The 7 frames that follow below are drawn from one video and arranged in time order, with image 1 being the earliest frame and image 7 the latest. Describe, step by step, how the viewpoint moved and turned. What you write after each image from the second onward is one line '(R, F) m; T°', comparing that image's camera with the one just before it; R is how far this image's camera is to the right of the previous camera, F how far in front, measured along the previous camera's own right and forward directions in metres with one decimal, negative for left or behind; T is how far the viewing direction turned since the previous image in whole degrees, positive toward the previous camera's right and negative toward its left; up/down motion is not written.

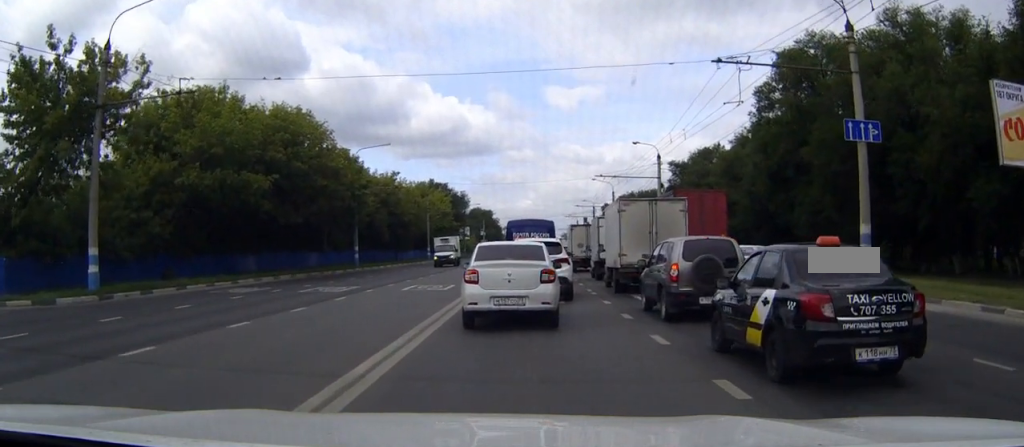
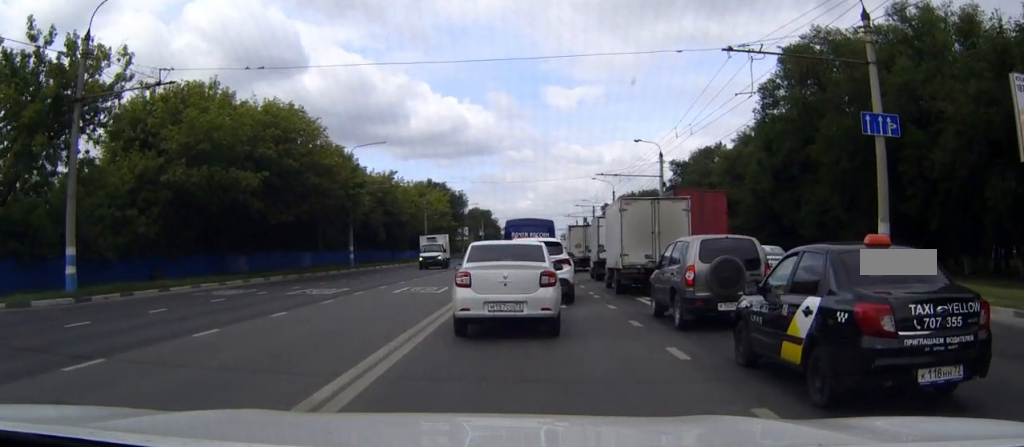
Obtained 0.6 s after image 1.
(0.0, +1.7) m; -1°
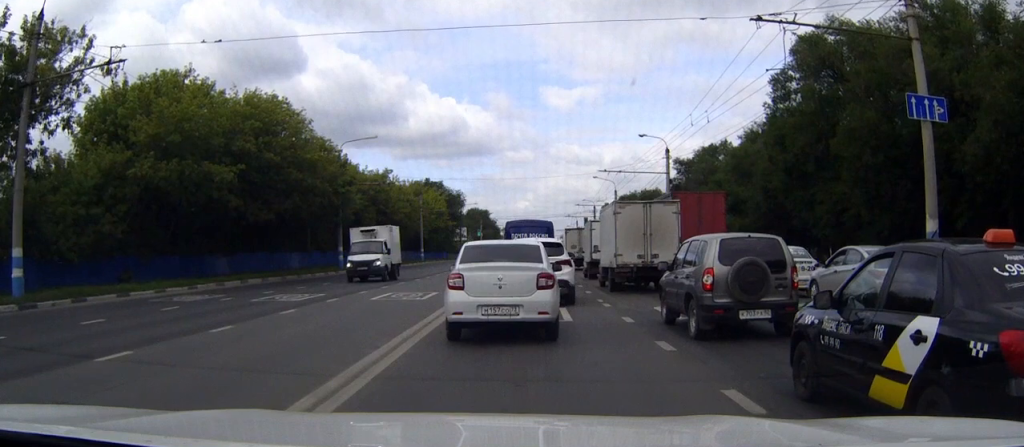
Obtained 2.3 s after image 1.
(0.0, +3.6) m; +1°
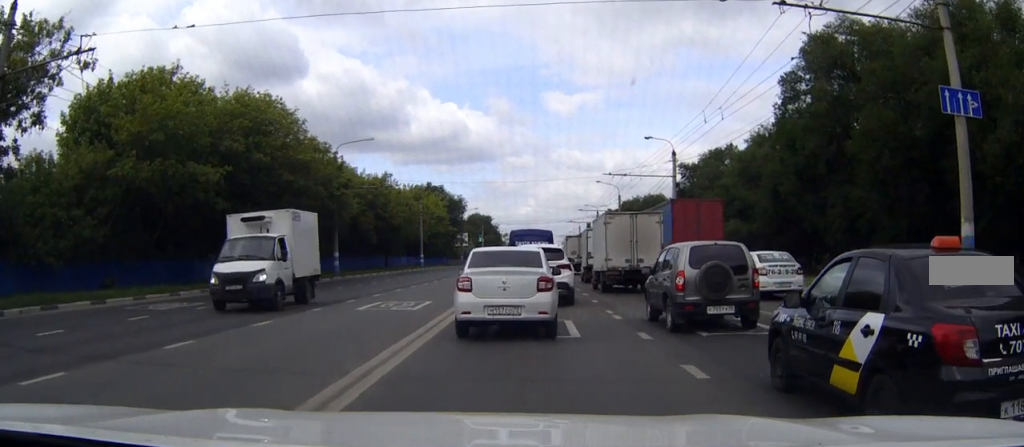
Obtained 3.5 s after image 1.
(0.0, +2.0) m; -1°
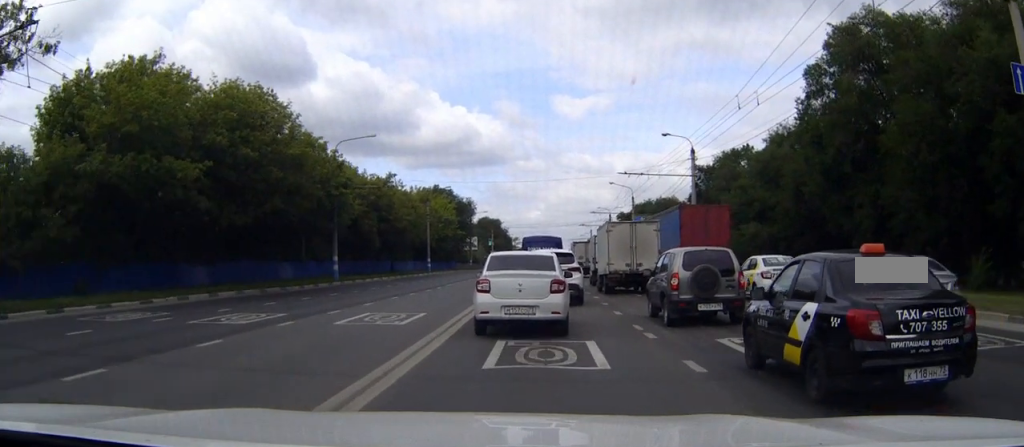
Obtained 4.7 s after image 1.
(0.0, +2.8) m; +2°
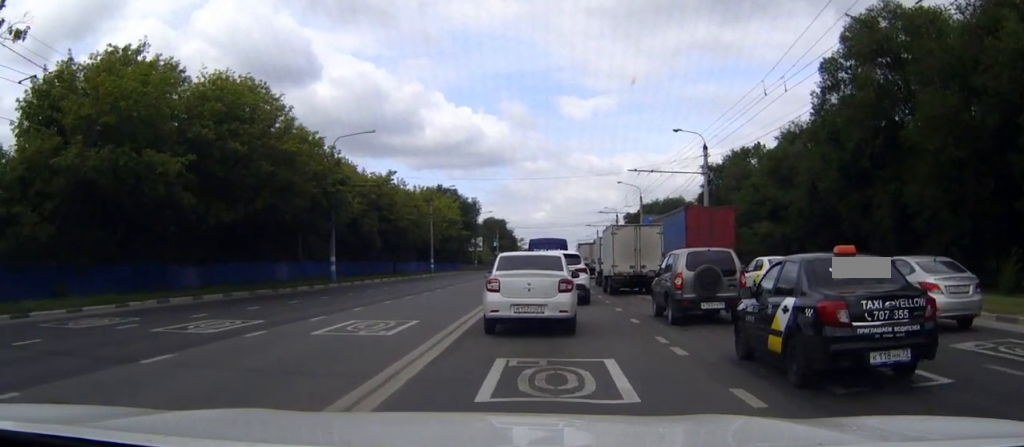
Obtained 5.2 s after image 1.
(+0.1, +2.1) m; -1°
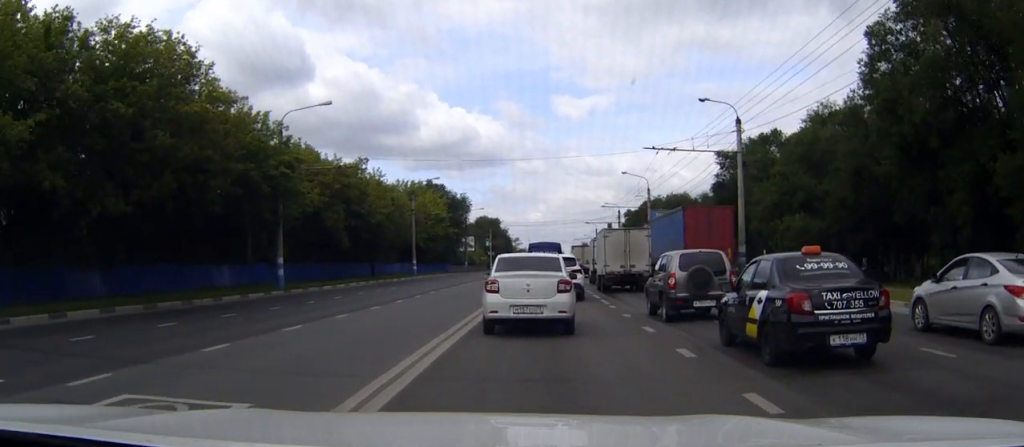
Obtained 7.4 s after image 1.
(-0.2, +9.5) m; -2°
